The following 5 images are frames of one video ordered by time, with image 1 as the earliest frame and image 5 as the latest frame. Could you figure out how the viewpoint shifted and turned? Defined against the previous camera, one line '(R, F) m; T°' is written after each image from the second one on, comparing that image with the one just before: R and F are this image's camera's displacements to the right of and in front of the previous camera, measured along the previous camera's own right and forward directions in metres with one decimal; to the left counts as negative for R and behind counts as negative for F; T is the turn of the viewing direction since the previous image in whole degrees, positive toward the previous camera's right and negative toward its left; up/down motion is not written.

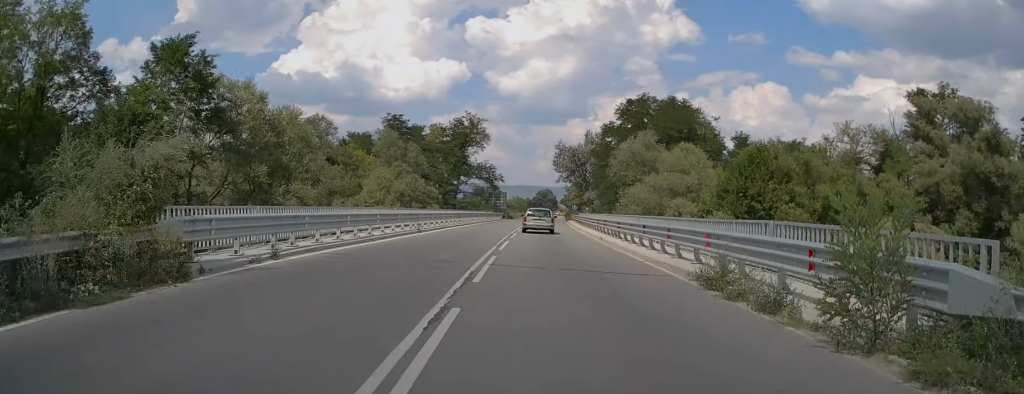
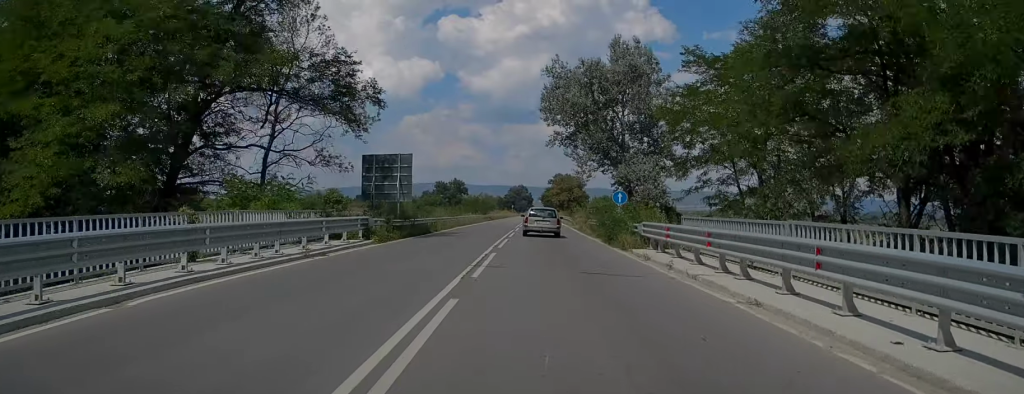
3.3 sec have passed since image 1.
(+1.5, +69.0) m; +2°
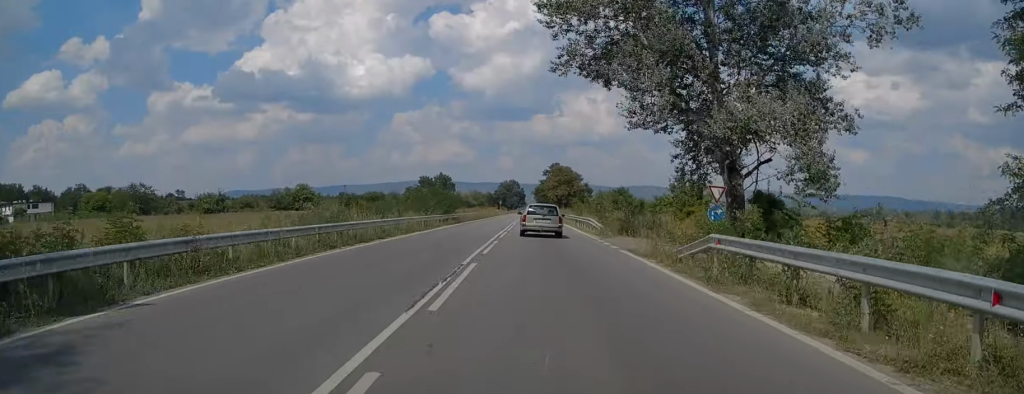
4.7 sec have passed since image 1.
(+0.4, +30.3) m; +1°
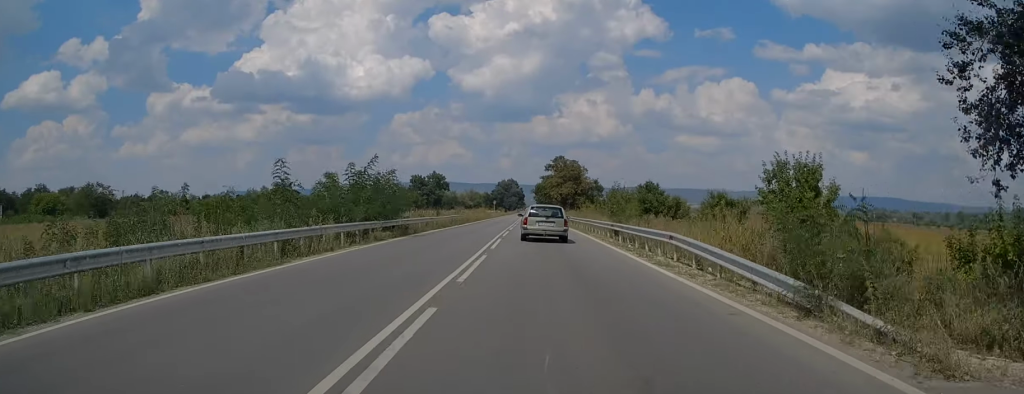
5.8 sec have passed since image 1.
(0.0, +23.5) m; +1°
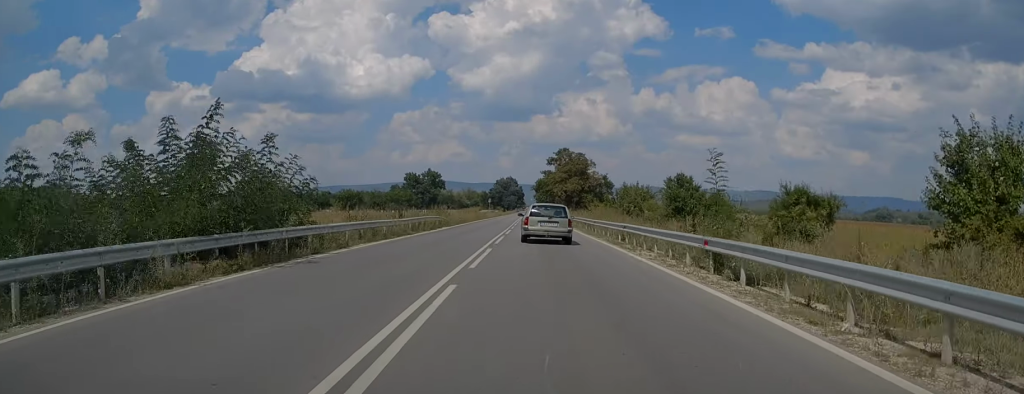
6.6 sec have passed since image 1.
(+0.1, +15.6) m; 0°
